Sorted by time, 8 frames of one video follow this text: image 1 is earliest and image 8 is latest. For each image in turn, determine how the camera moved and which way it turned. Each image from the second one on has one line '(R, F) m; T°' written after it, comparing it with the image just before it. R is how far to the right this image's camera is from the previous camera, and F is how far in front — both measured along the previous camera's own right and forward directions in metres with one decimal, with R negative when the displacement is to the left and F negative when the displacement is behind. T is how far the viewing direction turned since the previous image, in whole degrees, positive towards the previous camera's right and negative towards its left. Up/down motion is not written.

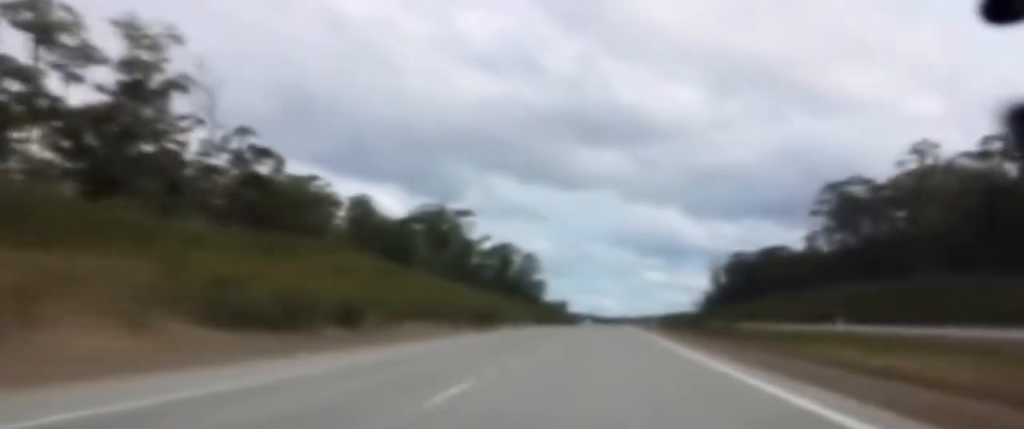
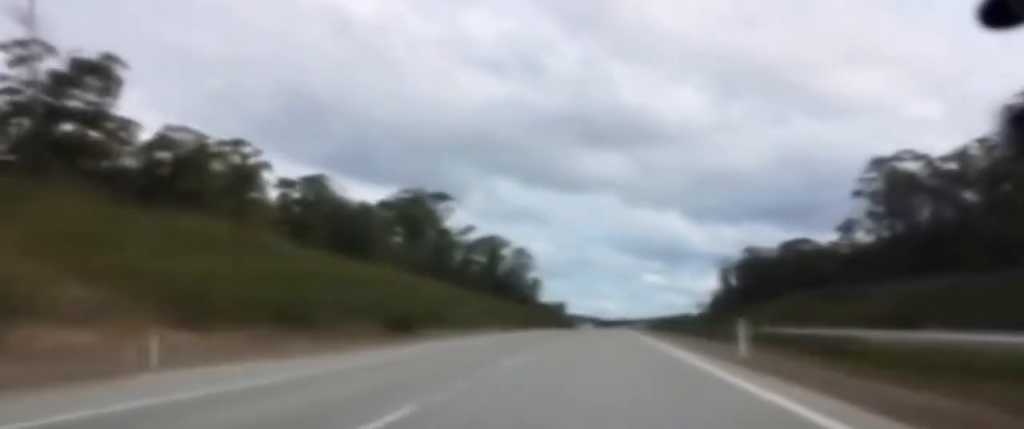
(+0.1, +37.2) m; 0°
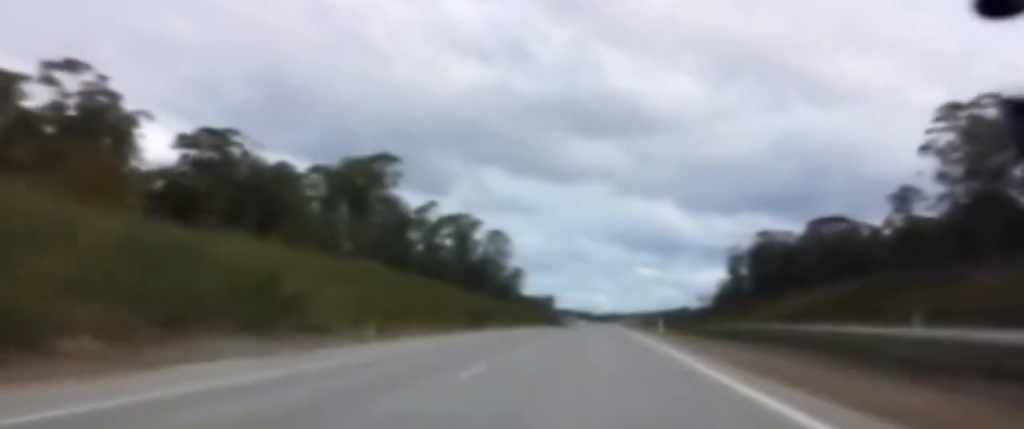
(-0.2, +37.4) m; +1°
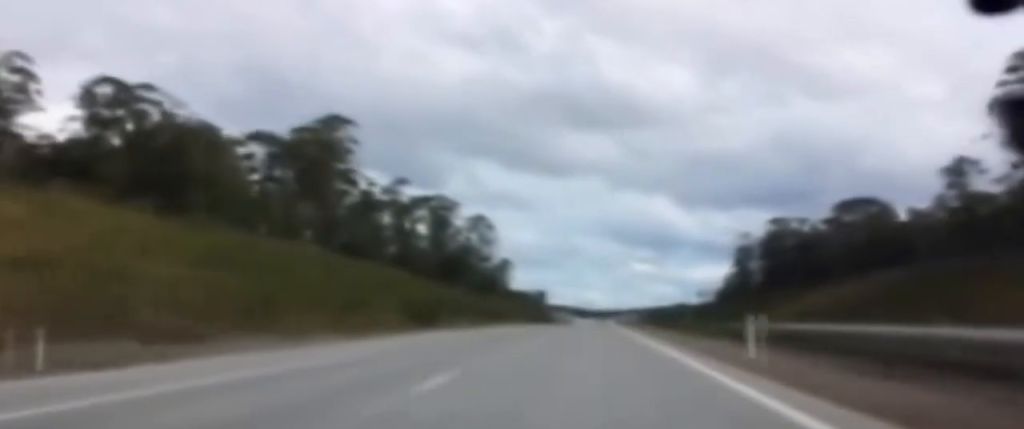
(+0.3, +25.4) m; 0°
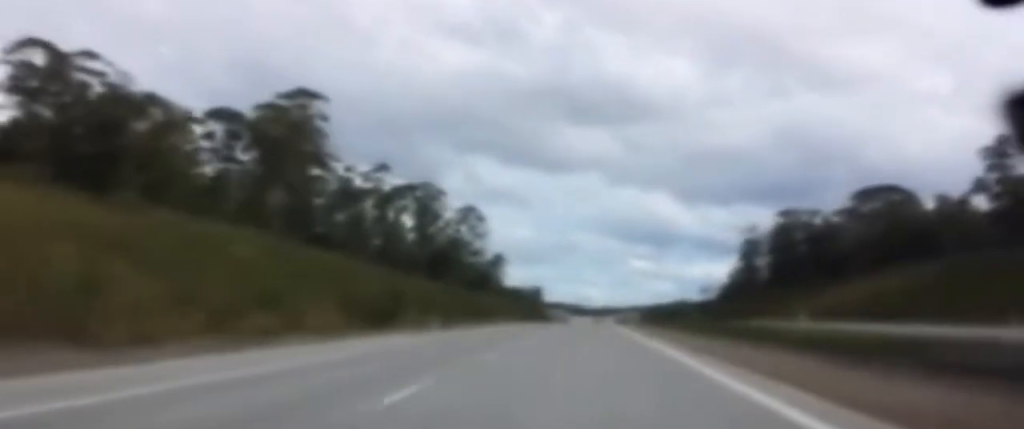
(-0.1, +13.2) m; 0°
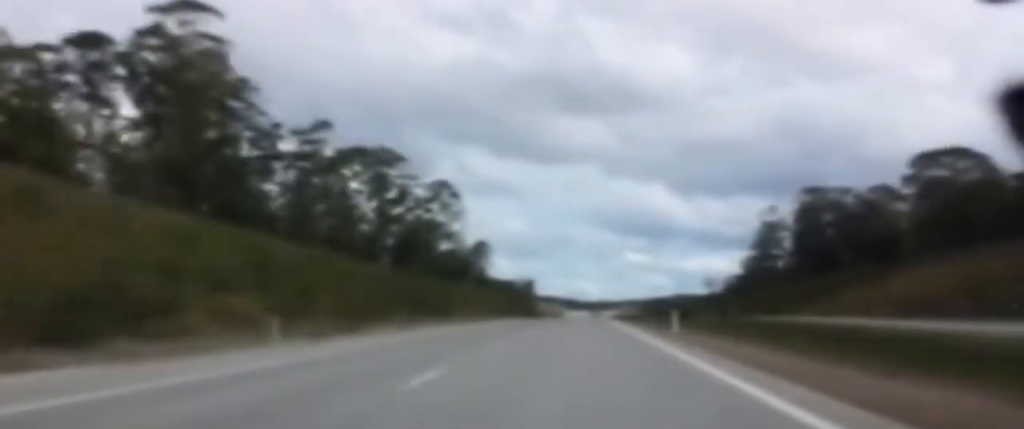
(-0.2, +32.6) m; 0°
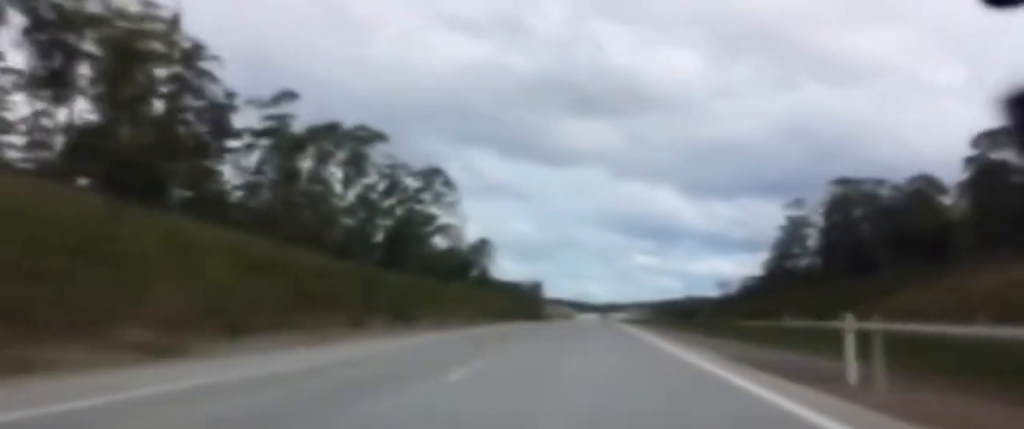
(+0.1, +20.4) m; 0°
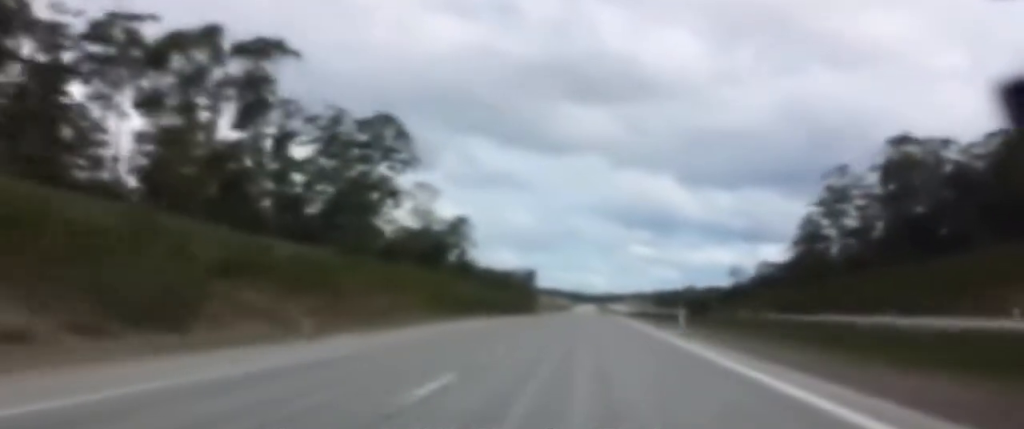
(+0.2, +37.7) m; 0°
